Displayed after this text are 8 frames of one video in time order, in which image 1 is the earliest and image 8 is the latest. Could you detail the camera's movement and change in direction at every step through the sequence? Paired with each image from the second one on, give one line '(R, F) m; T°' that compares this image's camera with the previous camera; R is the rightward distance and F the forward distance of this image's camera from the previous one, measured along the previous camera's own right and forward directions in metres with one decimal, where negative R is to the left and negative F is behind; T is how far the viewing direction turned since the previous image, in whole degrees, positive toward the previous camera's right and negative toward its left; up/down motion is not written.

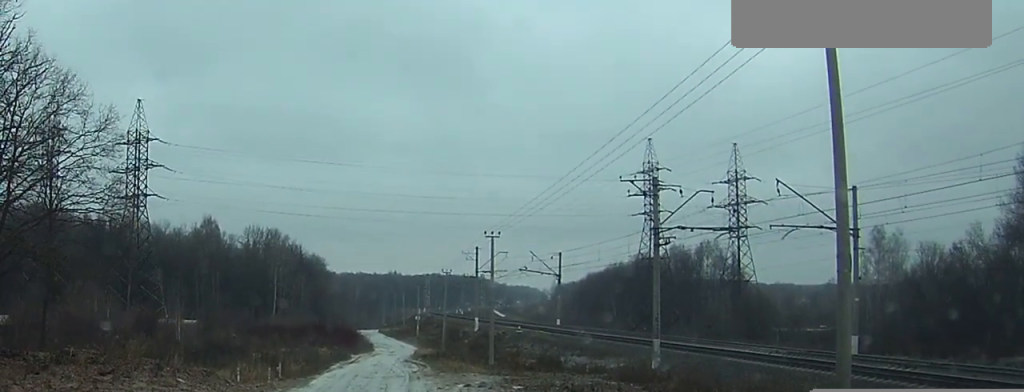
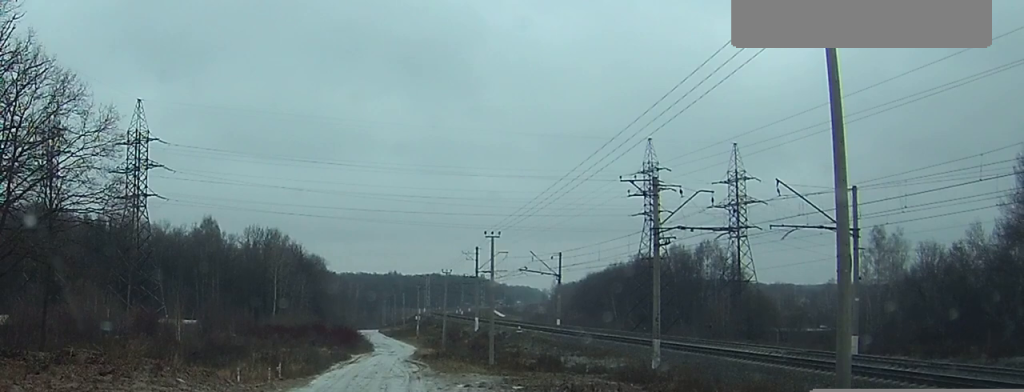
(+0.3, -0.1) m; 0°
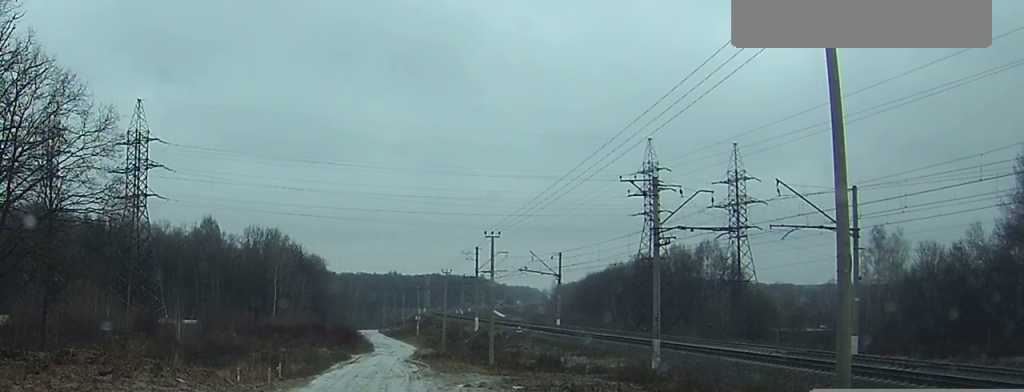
(+0.1, 0.0) m; 0°
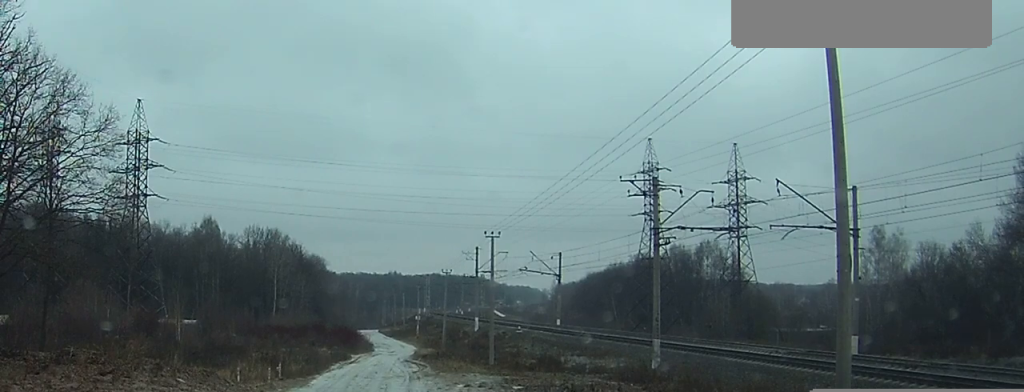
(+0.1, +0.1) m; 0°
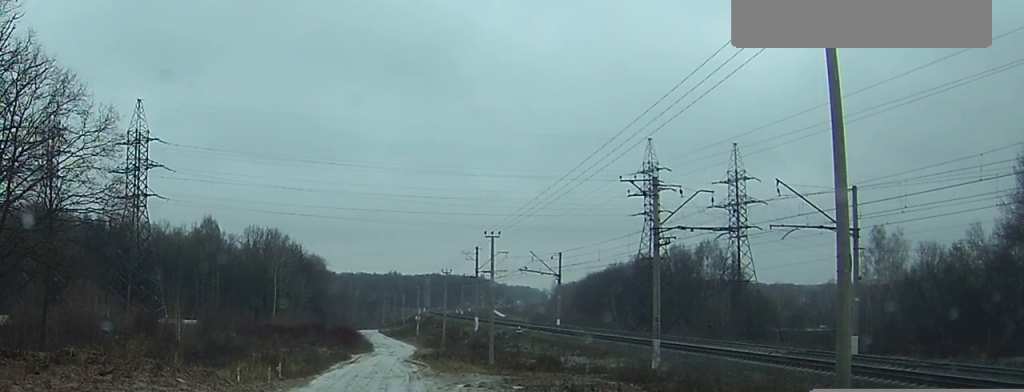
(0.0, 0.0) m; 0°
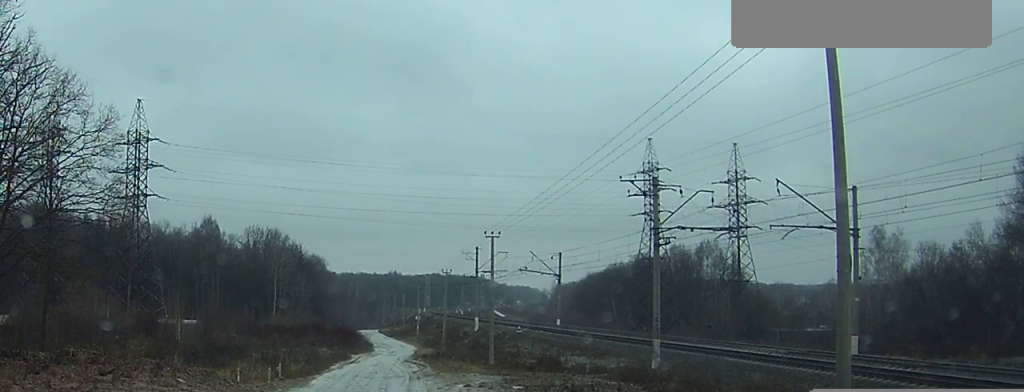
(0.0, 0.0) m; 0°
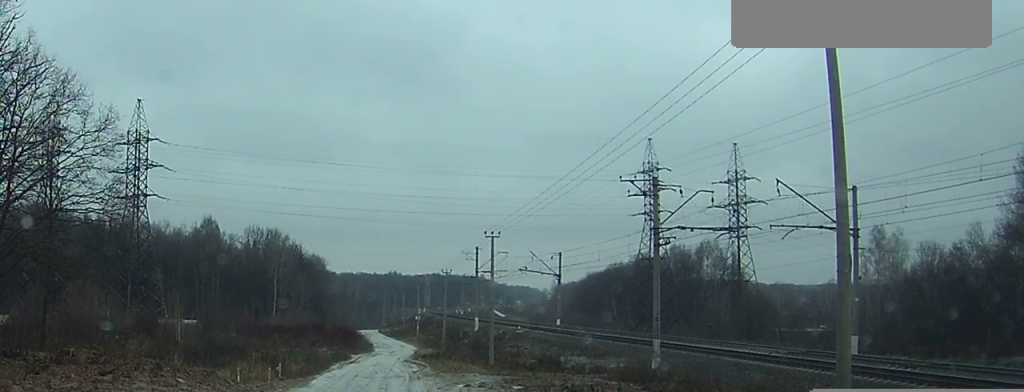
(0.0, 0.0) m; 0°
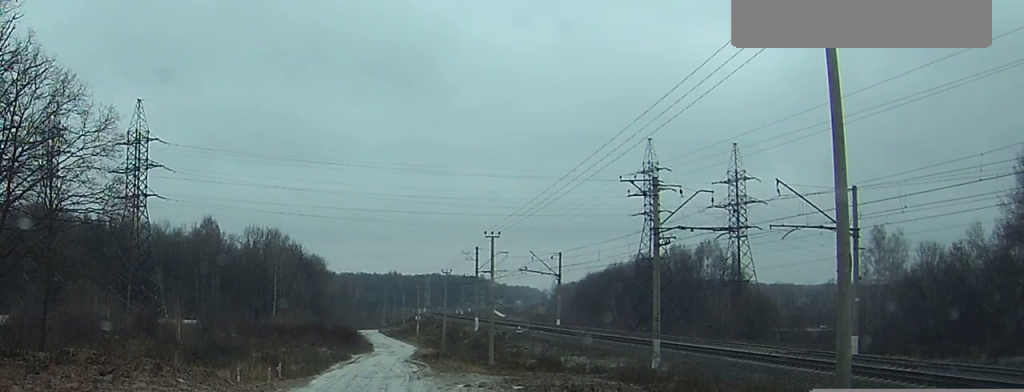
(0.0, 0.0) m; 0°
